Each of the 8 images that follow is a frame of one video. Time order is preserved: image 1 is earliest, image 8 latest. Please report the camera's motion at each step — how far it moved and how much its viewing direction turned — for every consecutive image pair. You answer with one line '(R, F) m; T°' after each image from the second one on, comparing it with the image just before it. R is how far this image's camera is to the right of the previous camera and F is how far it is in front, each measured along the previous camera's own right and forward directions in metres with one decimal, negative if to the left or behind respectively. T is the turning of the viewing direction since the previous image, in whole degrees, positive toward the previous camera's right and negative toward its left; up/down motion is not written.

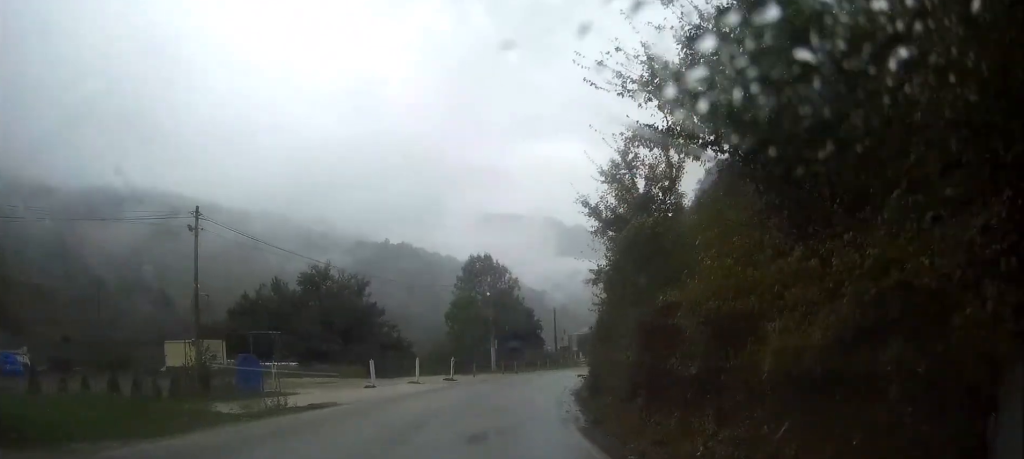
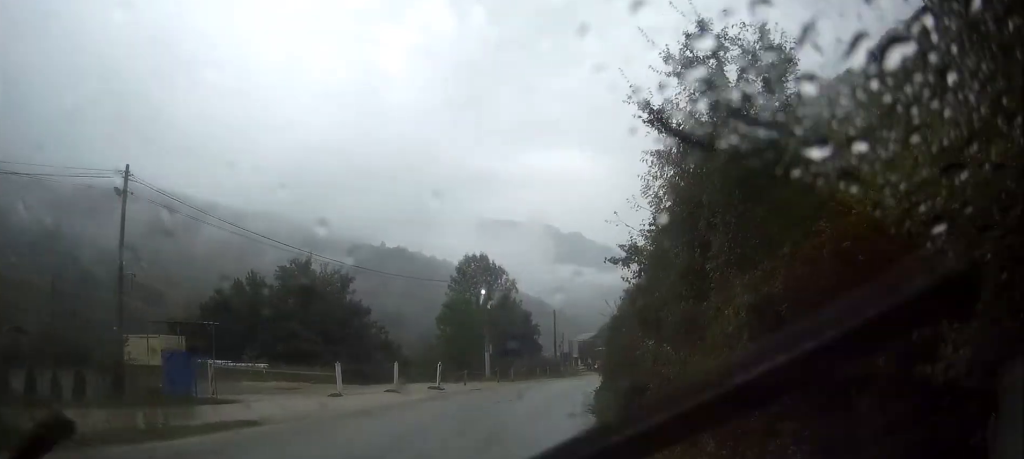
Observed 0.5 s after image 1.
(0.0, +6.1) m; +1°
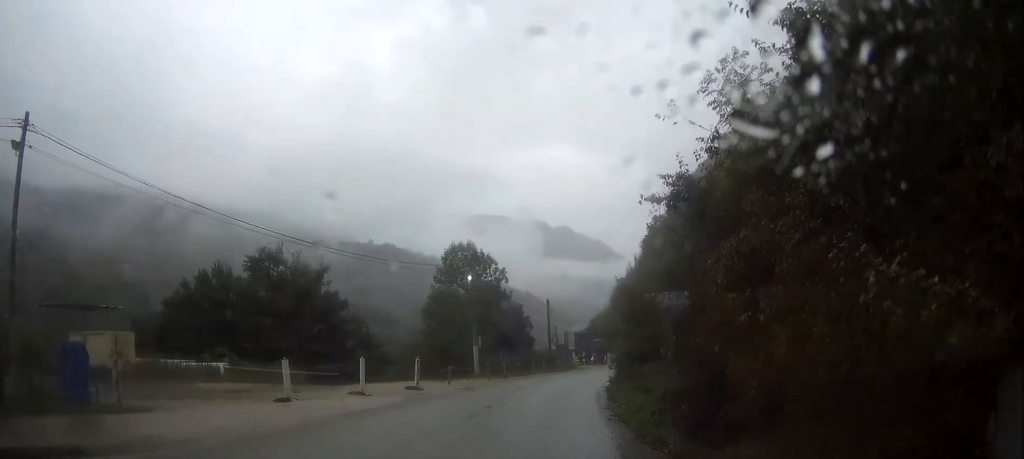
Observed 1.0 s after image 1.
(+0.1, +5.4) m; +1°
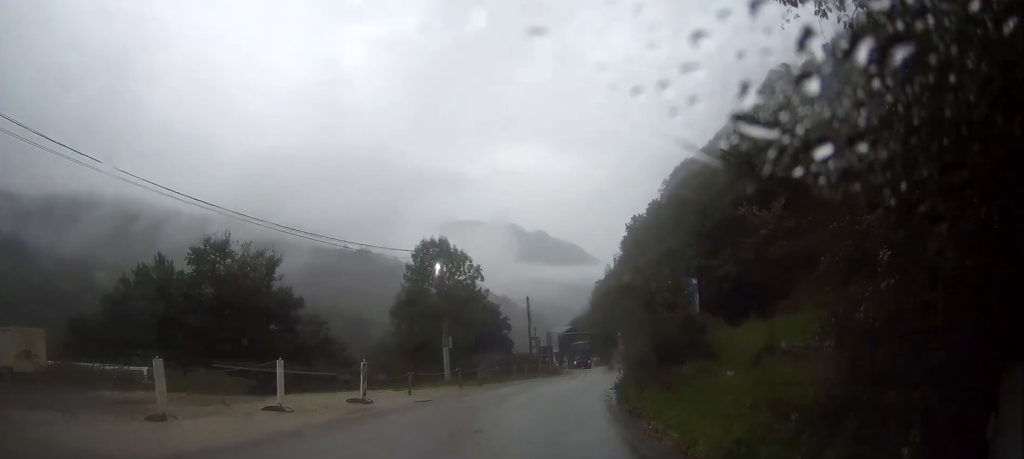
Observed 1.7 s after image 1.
(+0.1, +6.7) m; +2°
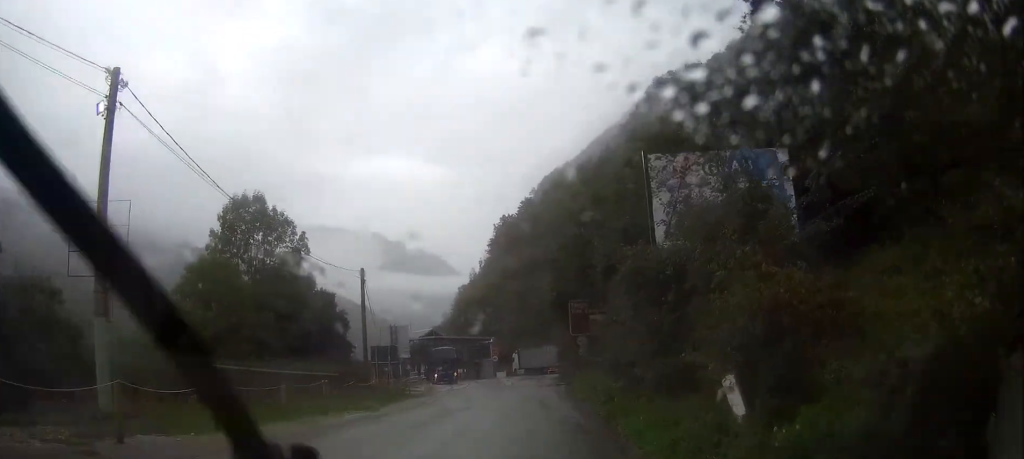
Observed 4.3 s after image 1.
(+1.7, +23.5) m; +7°
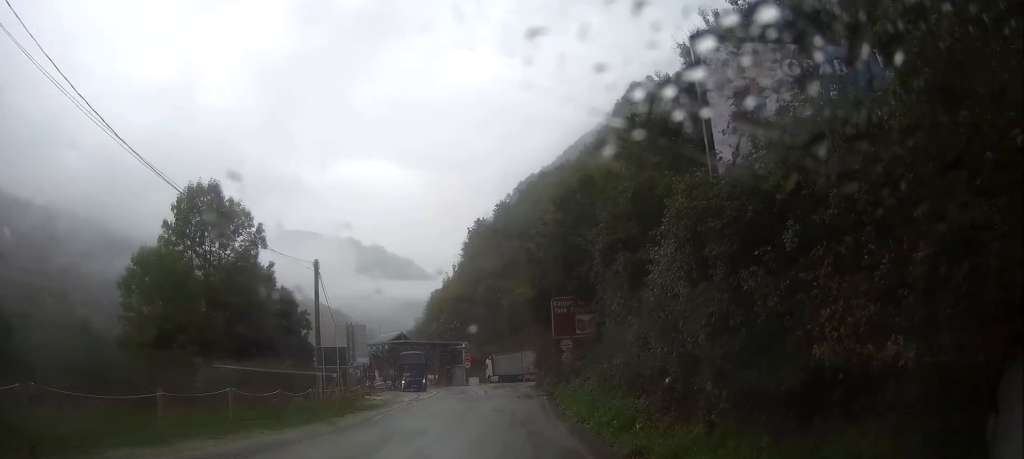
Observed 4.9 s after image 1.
(+0.1, +4.8) m; +1°
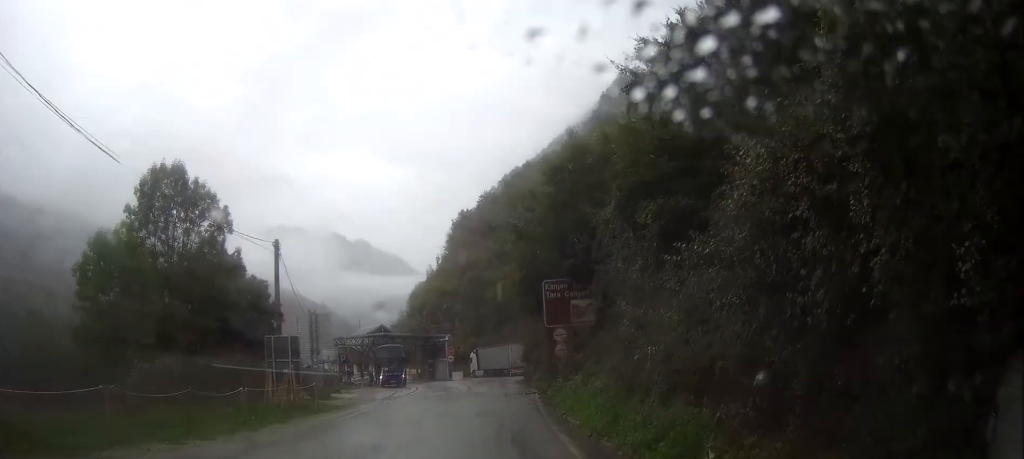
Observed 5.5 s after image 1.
(0.0, +4.2) m; +1°
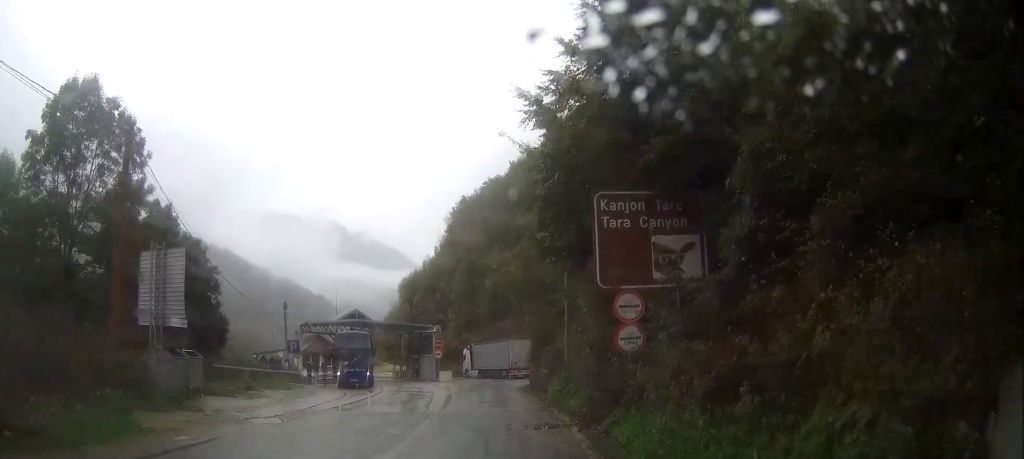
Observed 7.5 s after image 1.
(+0.4, +13.8) m; +3°
